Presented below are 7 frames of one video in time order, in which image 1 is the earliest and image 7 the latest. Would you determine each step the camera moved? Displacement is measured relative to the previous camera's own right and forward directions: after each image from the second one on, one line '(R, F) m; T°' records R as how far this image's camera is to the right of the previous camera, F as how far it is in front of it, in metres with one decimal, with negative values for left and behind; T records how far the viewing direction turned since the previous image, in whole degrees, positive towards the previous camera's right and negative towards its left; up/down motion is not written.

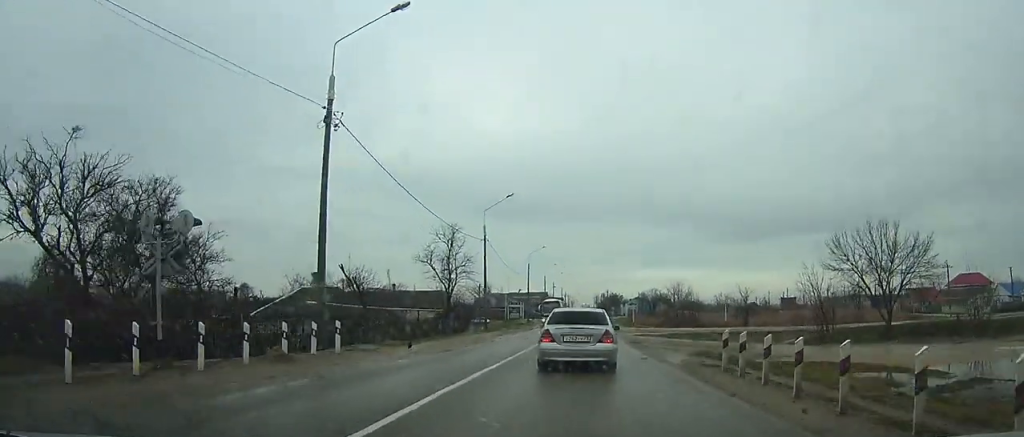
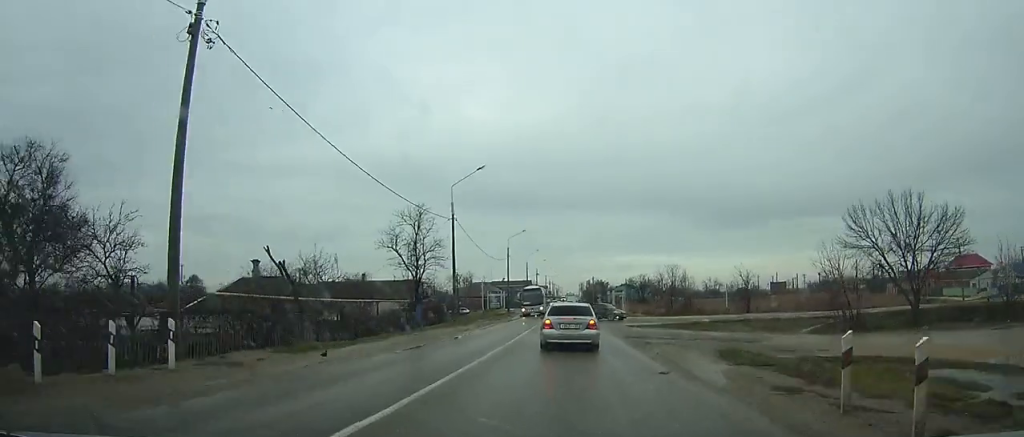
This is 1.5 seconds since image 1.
(0.0, +6.6) m; 0°
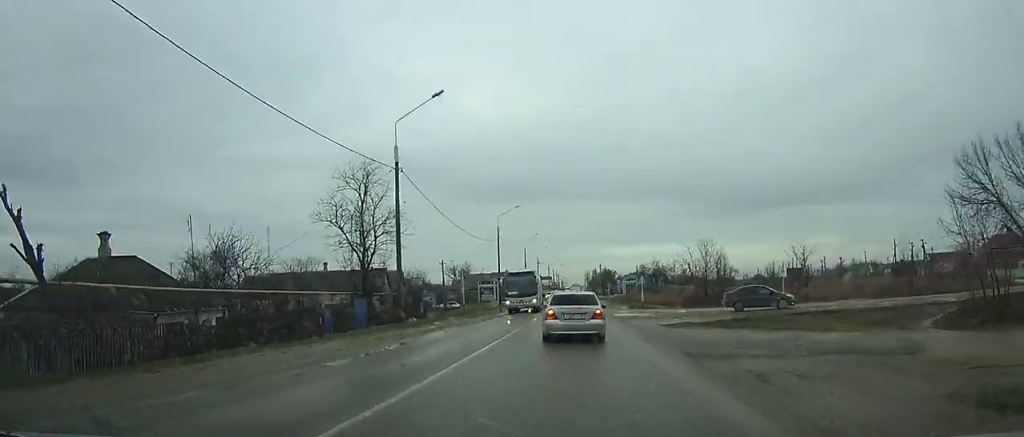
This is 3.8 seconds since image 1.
(+0.1, +10.8) m; 0°
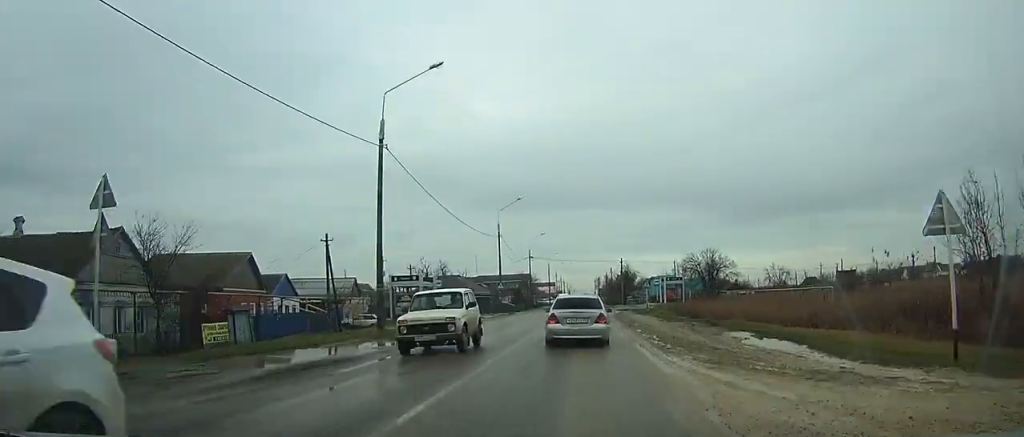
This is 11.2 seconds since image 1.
(-0.6, +48.0) m; 0°
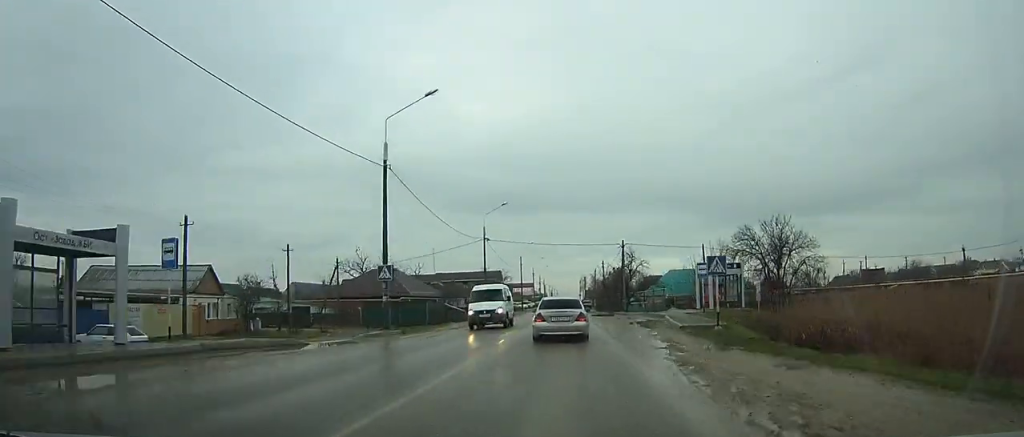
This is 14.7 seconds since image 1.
(+0.2, +31.9) m; +1°
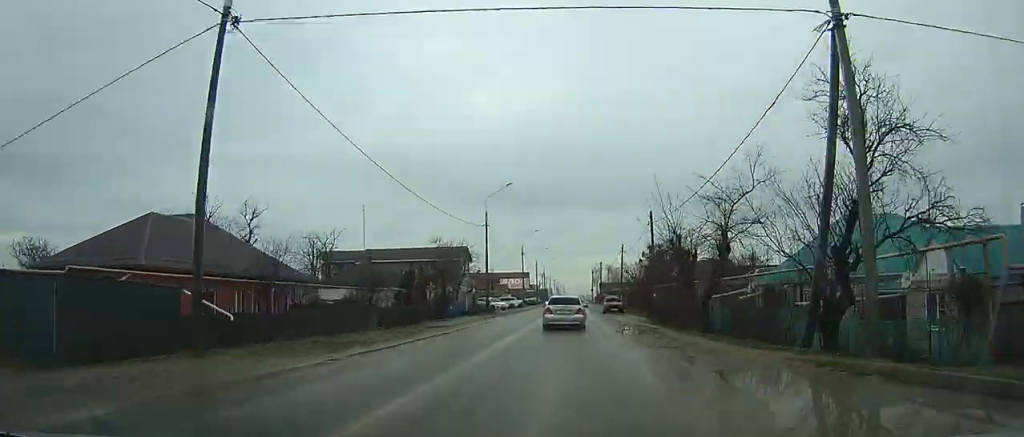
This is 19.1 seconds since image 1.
(+0.4, +49.1) m; +1°
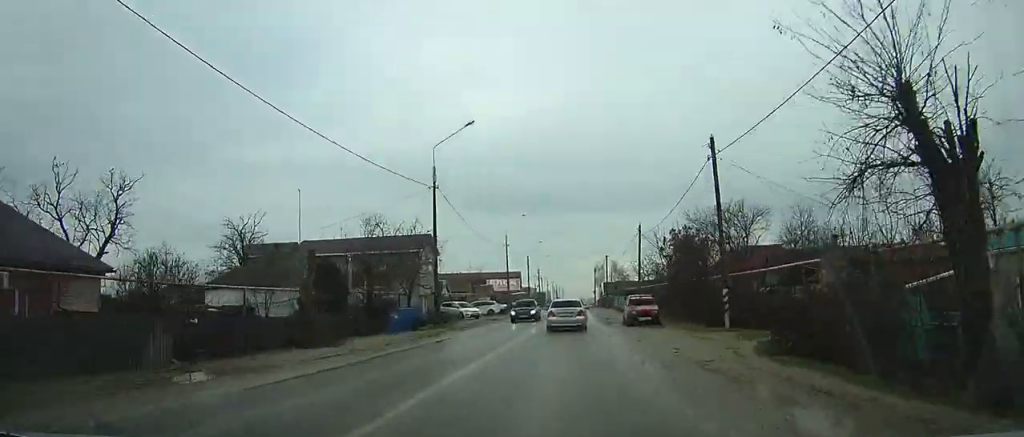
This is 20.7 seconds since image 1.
(+0.2, +20.0) m; 0°
